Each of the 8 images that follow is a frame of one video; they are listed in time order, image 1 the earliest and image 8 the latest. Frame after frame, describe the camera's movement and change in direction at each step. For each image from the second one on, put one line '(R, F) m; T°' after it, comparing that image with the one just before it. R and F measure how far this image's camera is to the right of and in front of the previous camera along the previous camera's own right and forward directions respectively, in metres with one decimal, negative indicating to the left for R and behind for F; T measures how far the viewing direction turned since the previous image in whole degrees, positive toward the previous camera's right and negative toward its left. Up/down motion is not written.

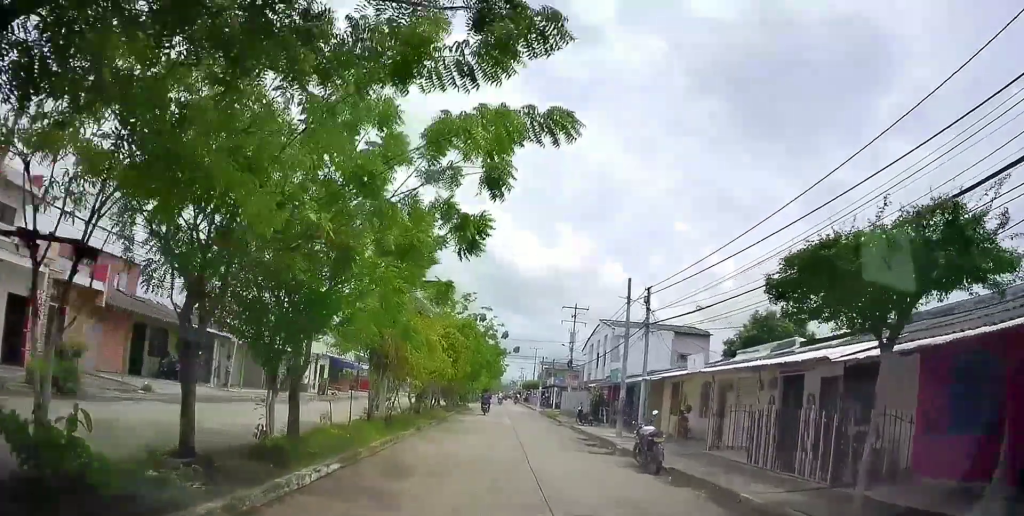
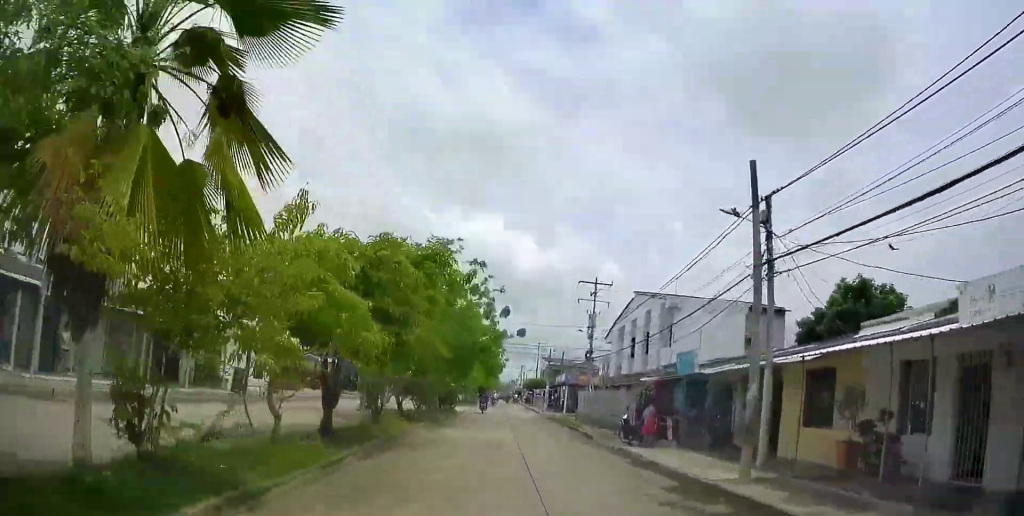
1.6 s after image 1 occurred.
(+0.6, +12.2) m; +1°
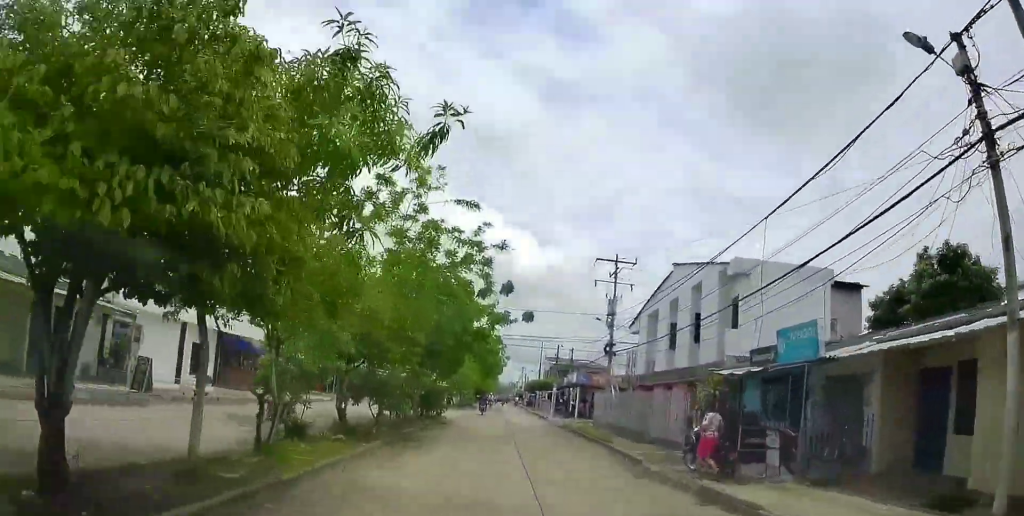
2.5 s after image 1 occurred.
(-0.6, +7.7) m; -2°
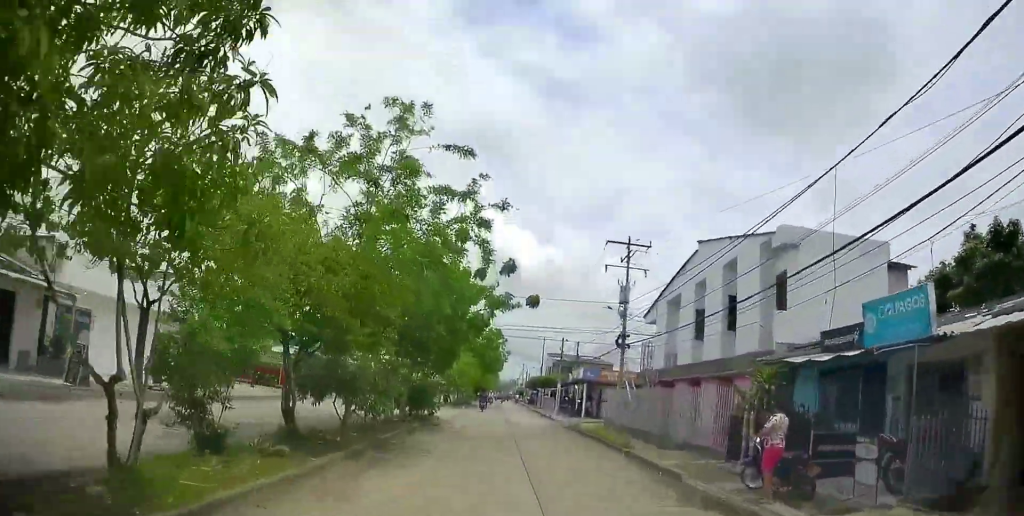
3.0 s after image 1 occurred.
(+0.1, +3.5) m; +2°
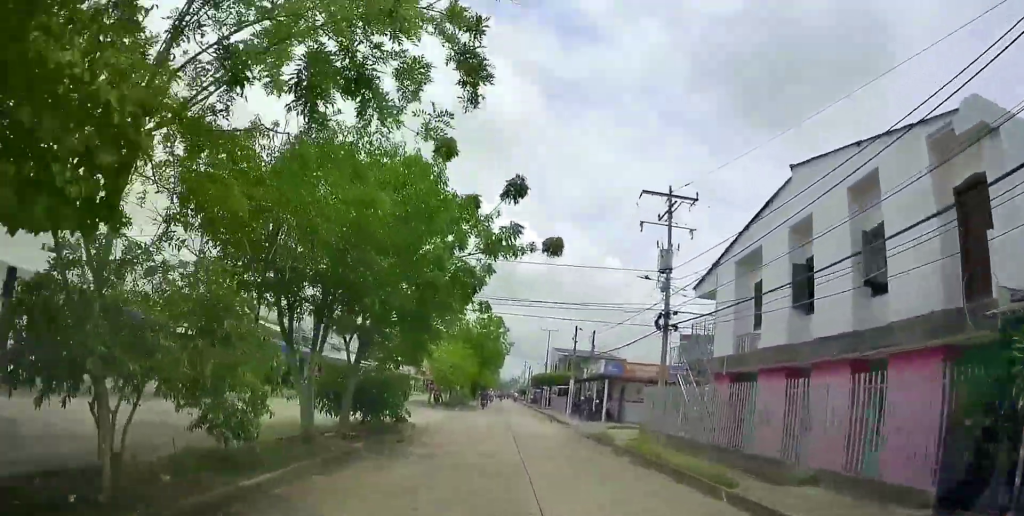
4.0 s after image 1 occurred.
(+0.4, +8.0) m; +1°
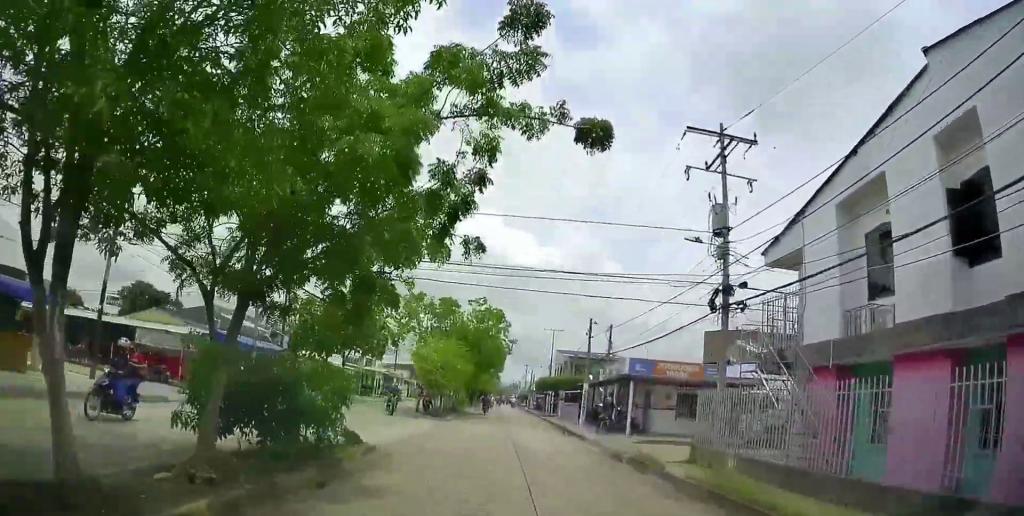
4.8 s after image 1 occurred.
(0.0, +6.4) m; -1°
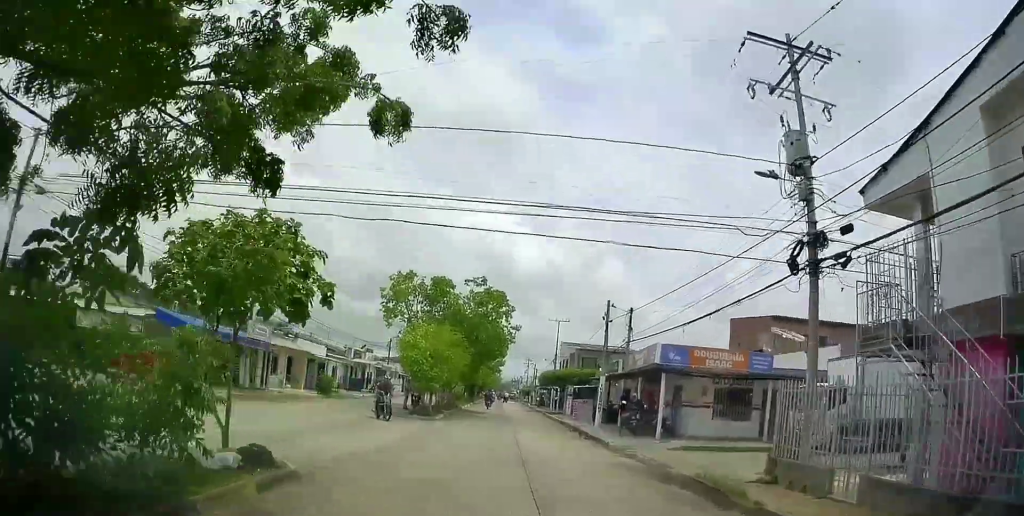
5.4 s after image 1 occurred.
(-0.4, +4.8) m; 0°
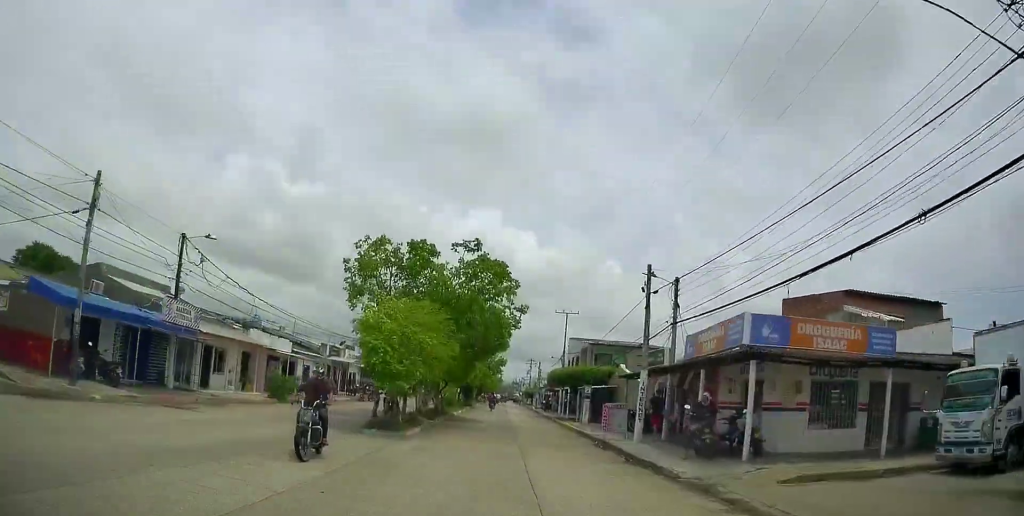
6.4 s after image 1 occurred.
(+0.6, +8.2) m; +2°
